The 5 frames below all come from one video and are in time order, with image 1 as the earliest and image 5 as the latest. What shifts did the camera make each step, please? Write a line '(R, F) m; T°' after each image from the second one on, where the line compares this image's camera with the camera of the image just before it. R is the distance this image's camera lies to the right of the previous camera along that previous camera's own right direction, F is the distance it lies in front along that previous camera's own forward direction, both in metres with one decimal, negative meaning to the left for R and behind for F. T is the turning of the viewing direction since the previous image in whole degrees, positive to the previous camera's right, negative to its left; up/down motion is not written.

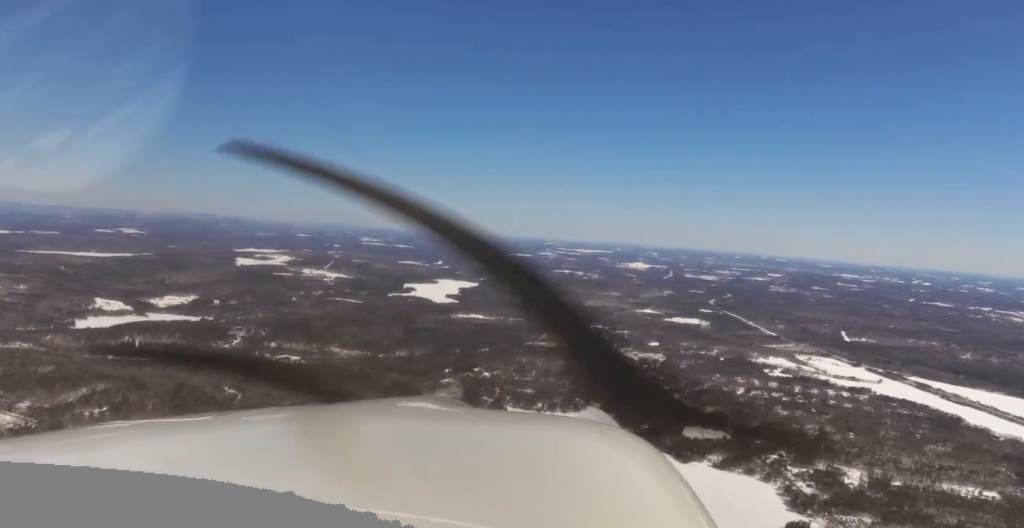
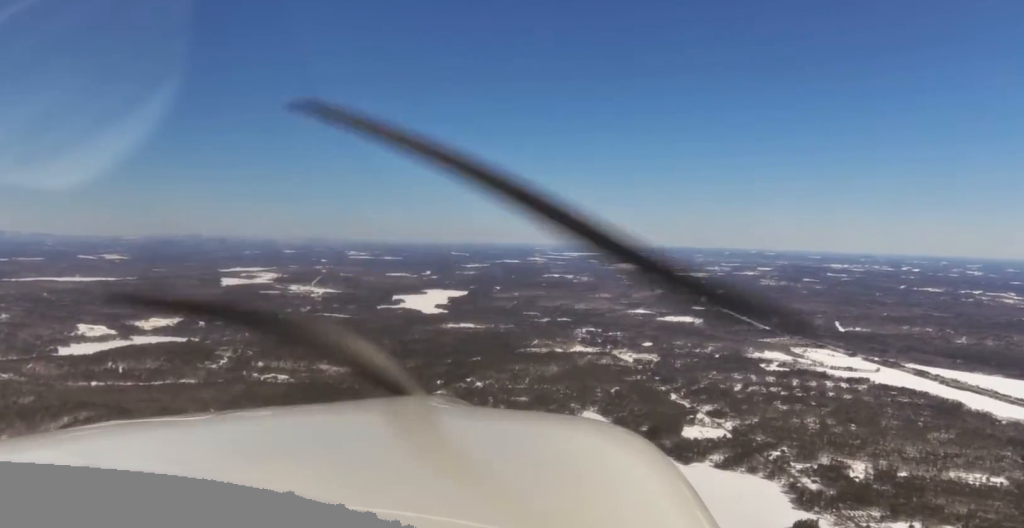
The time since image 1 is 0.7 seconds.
(+0.1, +45.0) m; -1°
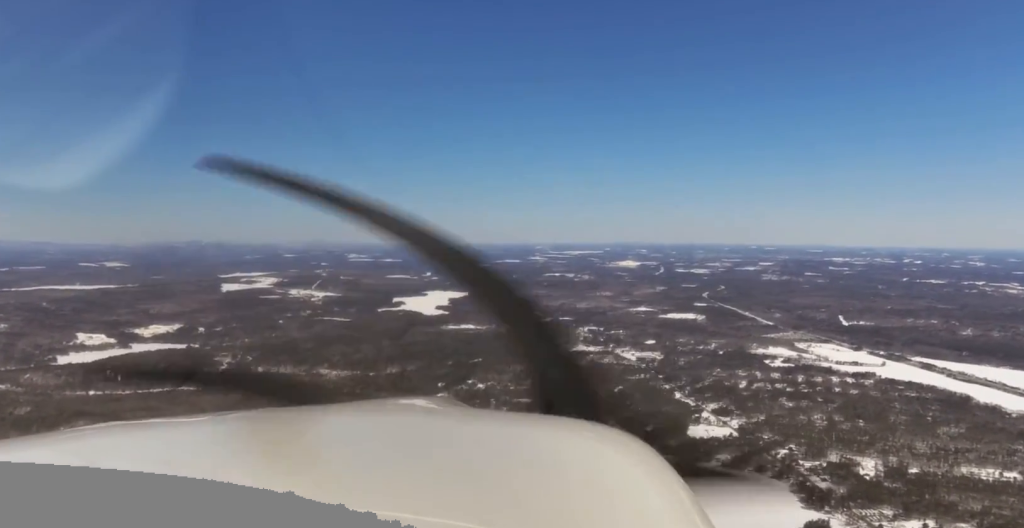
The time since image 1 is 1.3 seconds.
(-0.4, +34.7) m; -1°
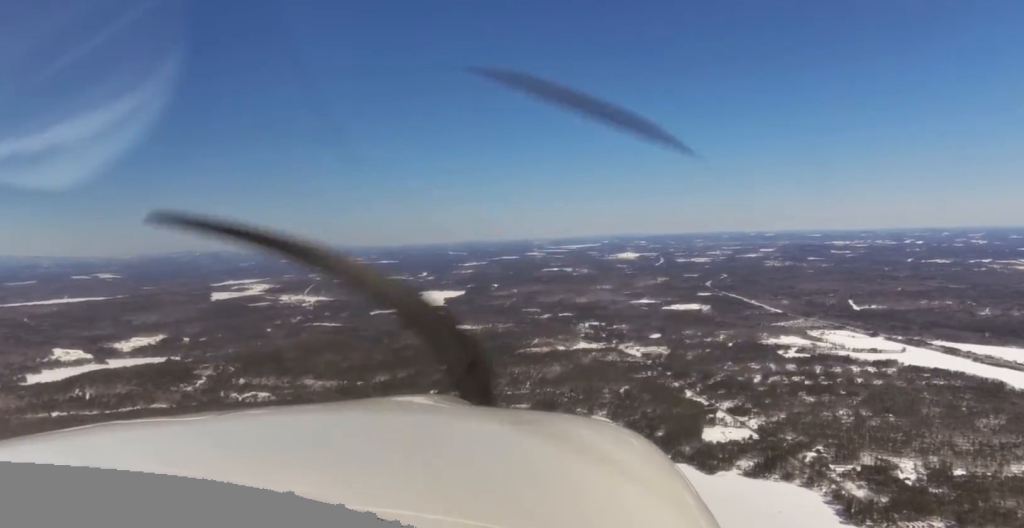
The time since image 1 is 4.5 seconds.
(-7.0, +198.1) m; -3°
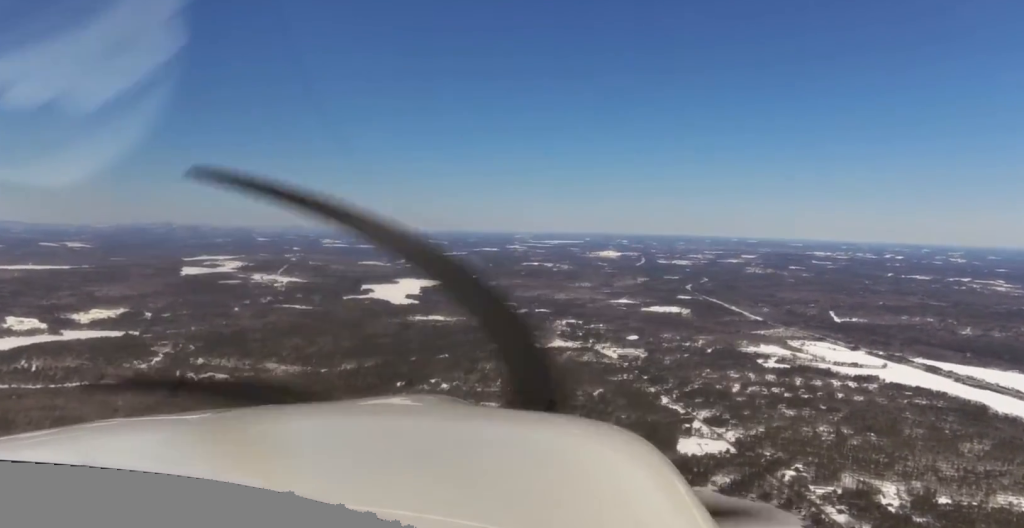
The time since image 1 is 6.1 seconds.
(-0.1, +95.1) m; +1°
